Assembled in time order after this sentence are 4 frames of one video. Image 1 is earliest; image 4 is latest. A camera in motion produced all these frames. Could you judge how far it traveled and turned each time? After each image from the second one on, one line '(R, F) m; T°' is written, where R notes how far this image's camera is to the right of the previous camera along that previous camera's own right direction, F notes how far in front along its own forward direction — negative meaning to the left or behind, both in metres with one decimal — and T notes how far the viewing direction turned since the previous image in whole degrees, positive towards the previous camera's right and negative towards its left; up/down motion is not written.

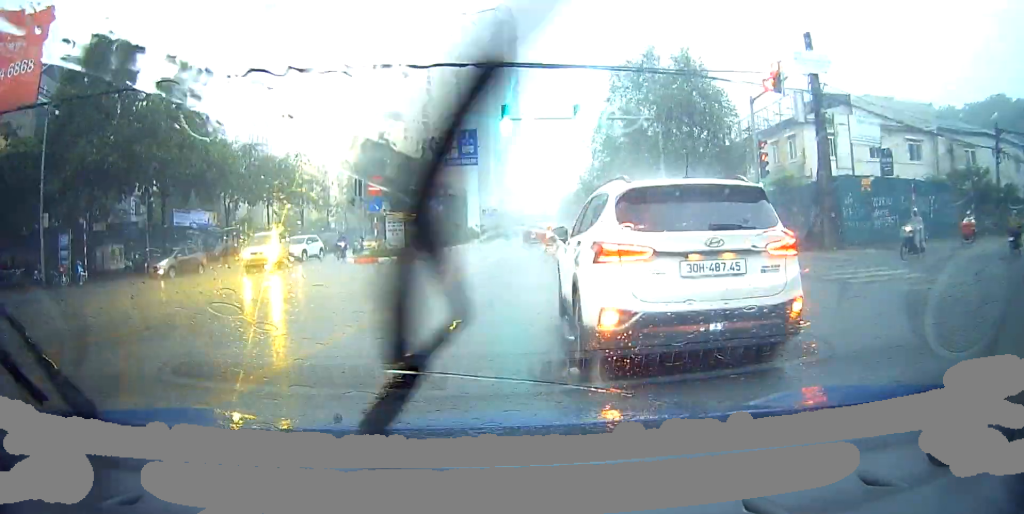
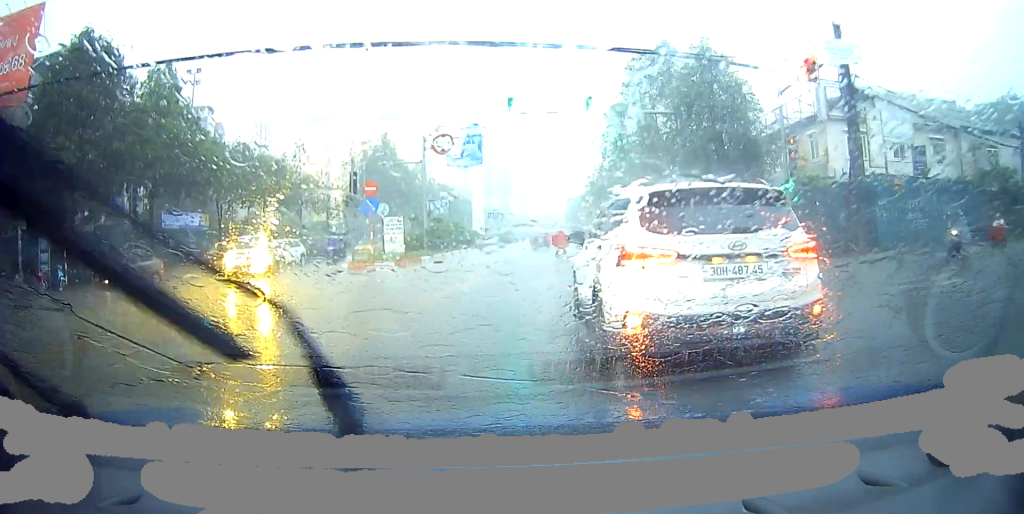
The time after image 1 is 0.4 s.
(0.0, +2.0) m; 0°
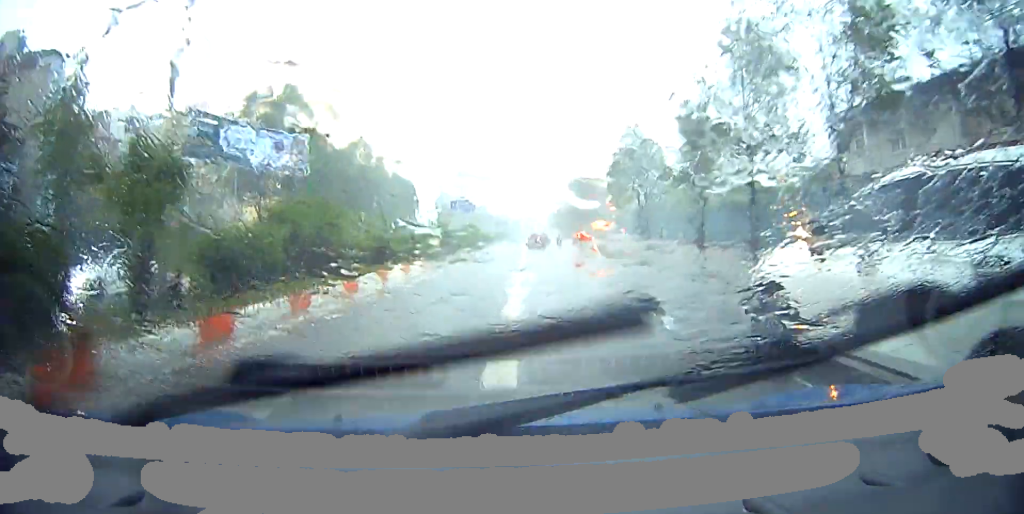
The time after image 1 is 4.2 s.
(0.0, +18.6) m; 0°
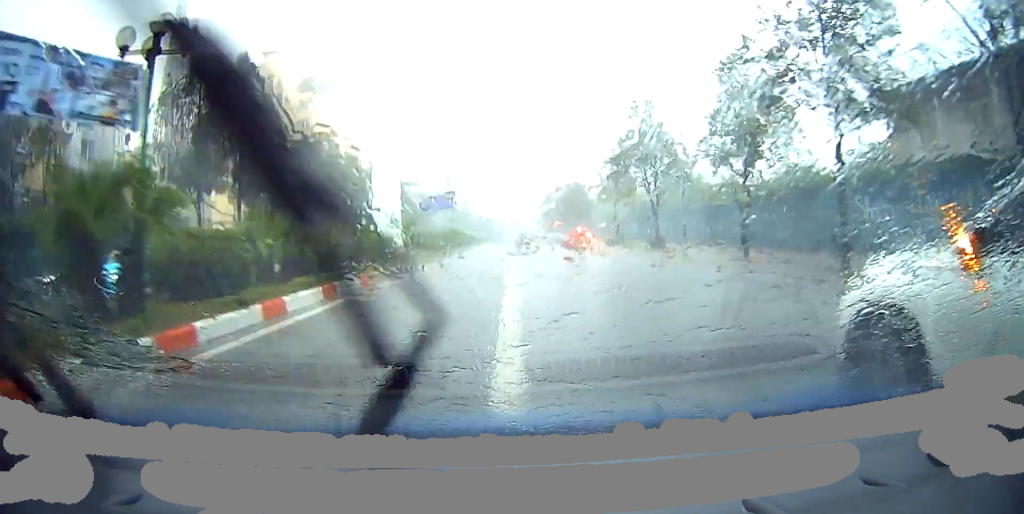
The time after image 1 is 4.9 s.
(0.0, +3.6) m; 0°
